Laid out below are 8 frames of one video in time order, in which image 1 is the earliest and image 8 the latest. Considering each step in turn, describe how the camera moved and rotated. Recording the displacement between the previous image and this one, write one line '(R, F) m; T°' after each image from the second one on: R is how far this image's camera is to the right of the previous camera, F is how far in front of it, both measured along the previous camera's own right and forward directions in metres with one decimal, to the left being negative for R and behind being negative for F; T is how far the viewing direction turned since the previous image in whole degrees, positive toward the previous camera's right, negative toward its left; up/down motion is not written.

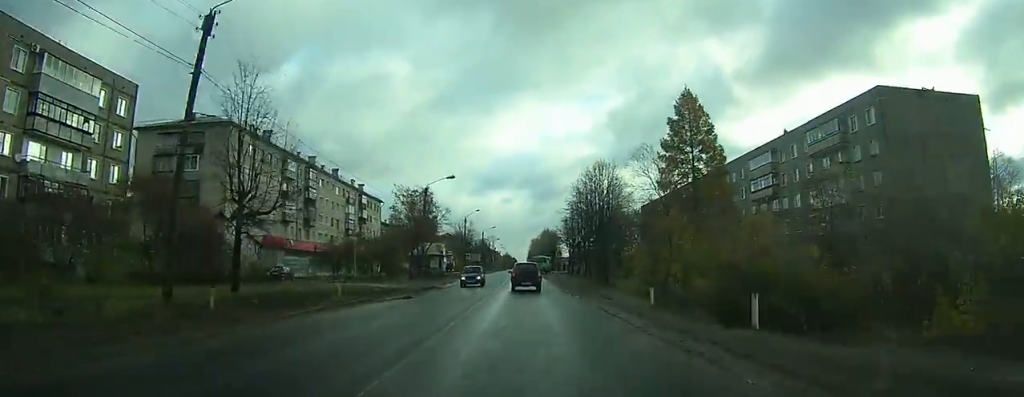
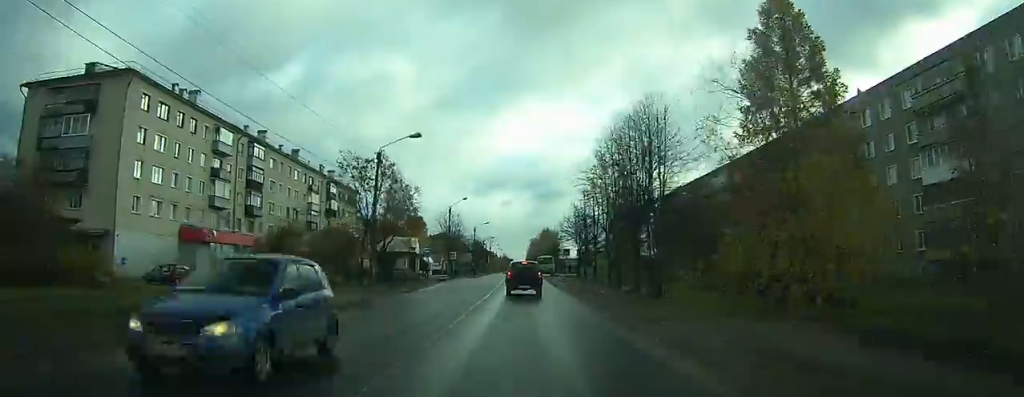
(+0.1, +17.6) m; +1°
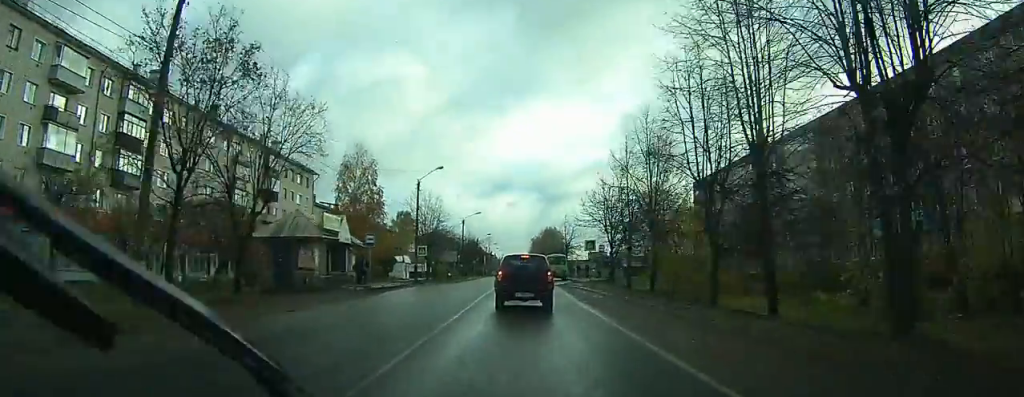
(+0.4, +23.6) m; +2°
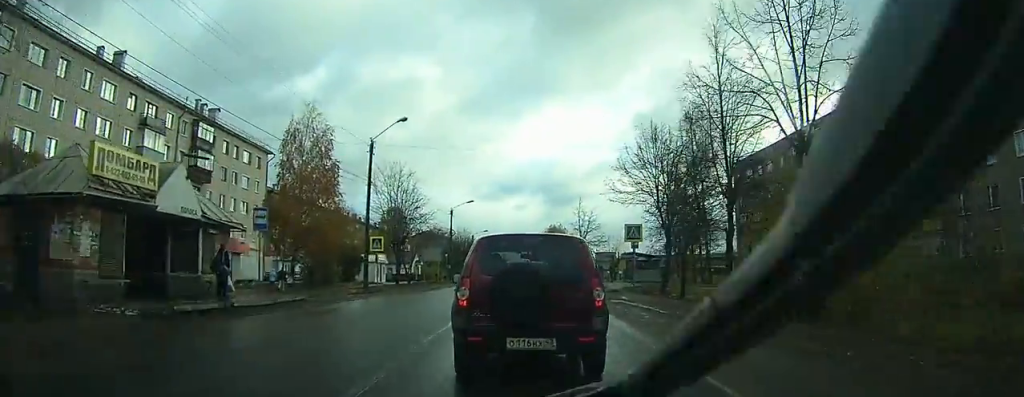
(+0.4, +22.4) m; 0°
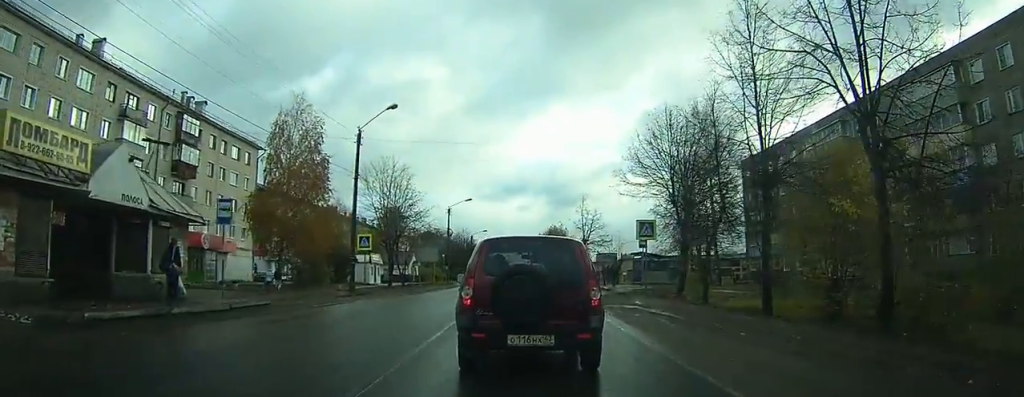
(-0.1, +5.8) m; -1°
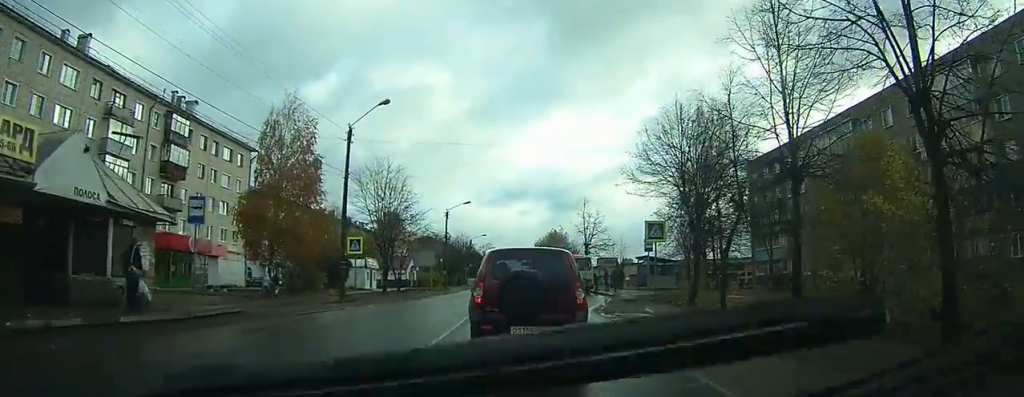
(0.0, +3.0) m; 0°
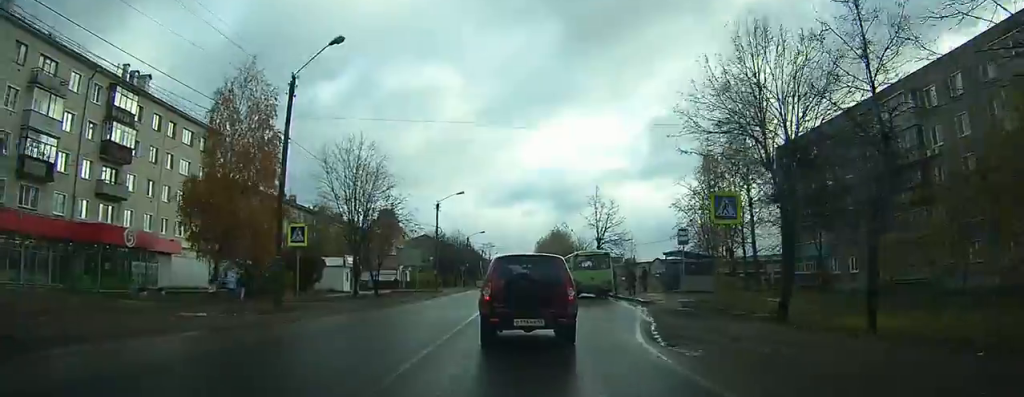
(0.0, +8.1) m; -1°
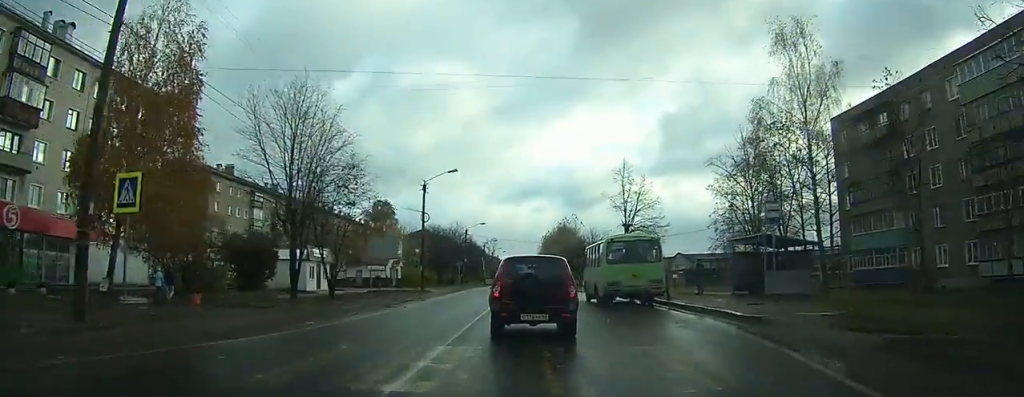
(-0.2, +10.2) m; -3°
